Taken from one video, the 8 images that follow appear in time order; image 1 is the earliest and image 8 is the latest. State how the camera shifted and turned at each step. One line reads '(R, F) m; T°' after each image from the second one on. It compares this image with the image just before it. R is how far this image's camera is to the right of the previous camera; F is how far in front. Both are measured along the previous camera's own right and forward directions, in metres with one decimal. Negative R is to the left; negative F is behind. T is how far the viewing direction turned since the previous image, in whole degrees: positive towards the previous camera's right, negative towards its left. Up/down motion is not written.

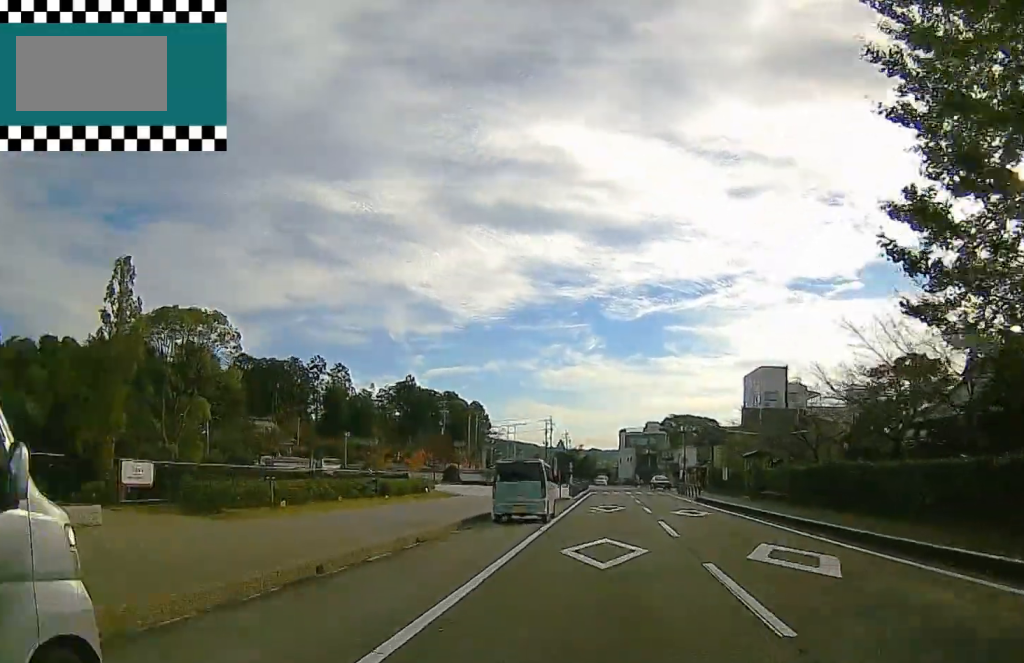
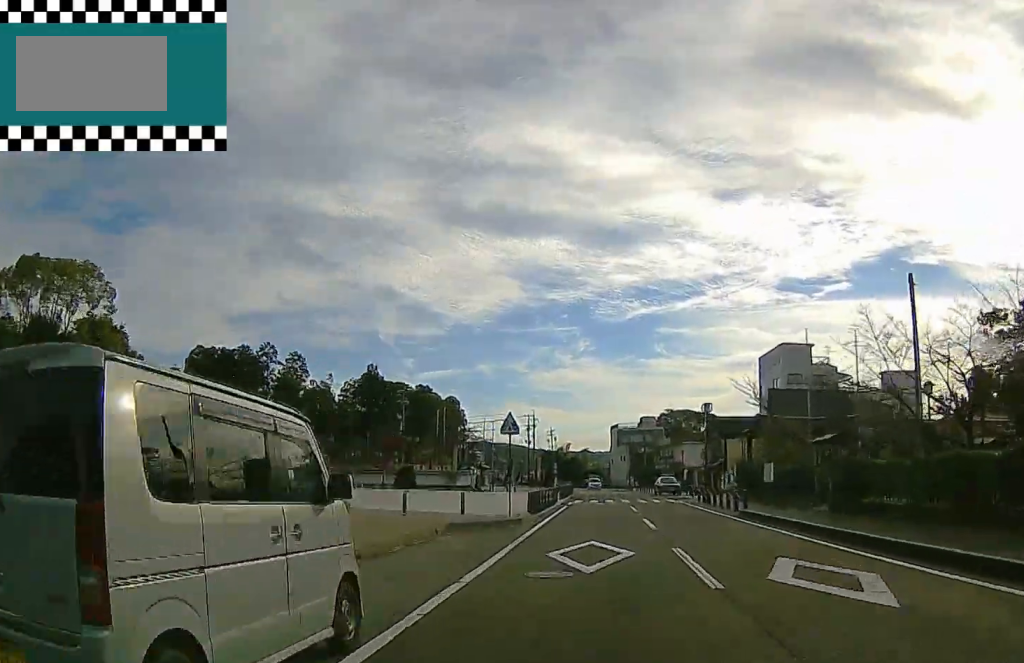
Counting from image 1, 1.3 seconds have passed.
(0.0, +12.3) m; +2°
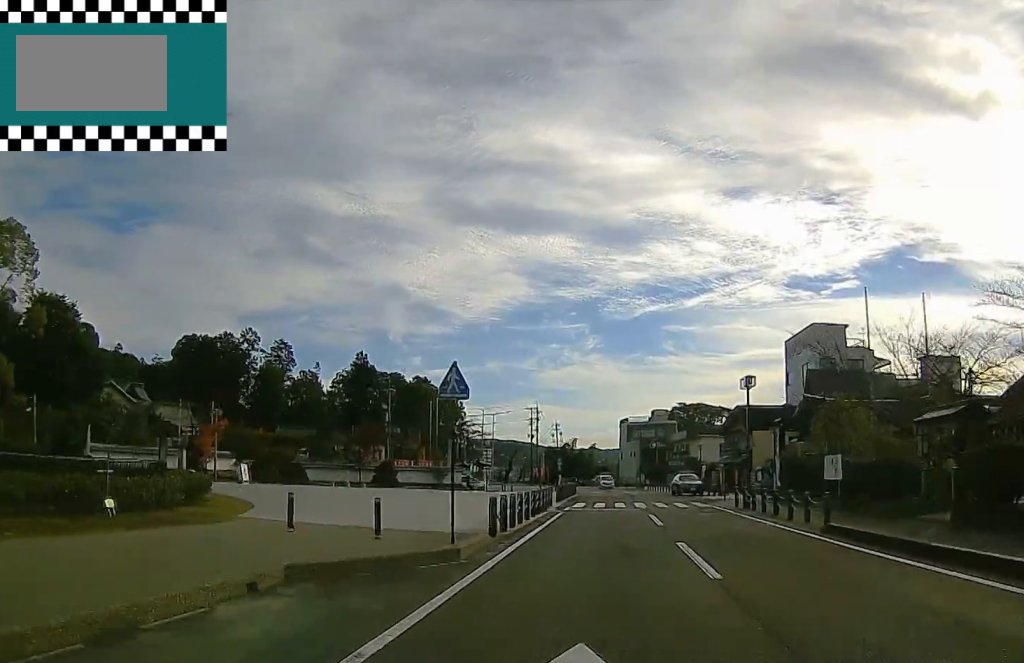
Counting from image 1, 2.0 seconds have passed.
(+0.1, +5.8) m; +2°
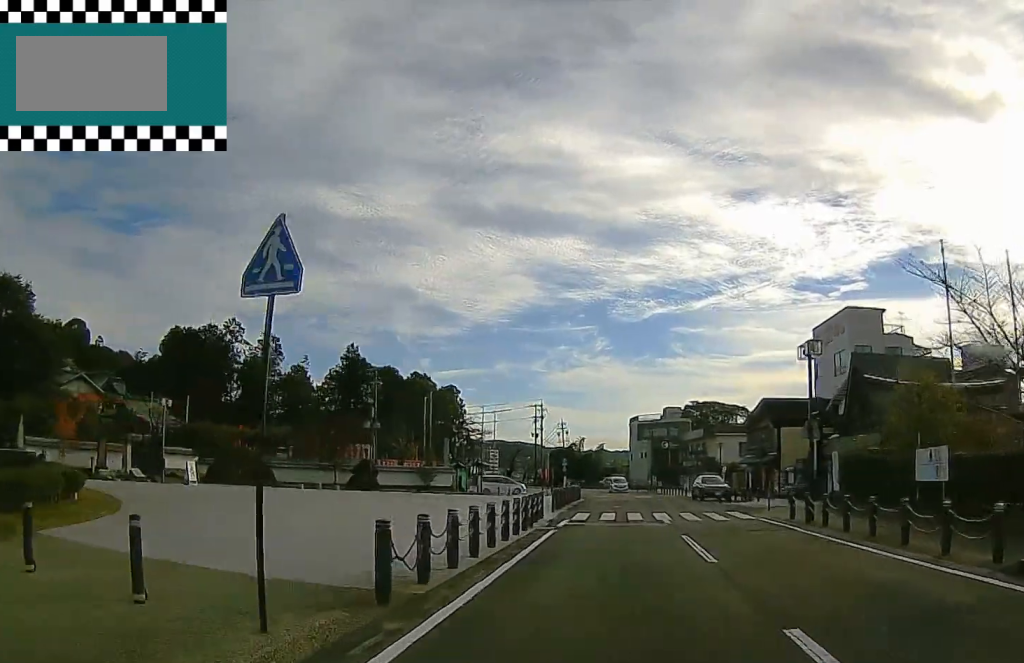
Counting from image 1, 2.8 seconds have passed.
(+0.1, +6.2) m; +1°
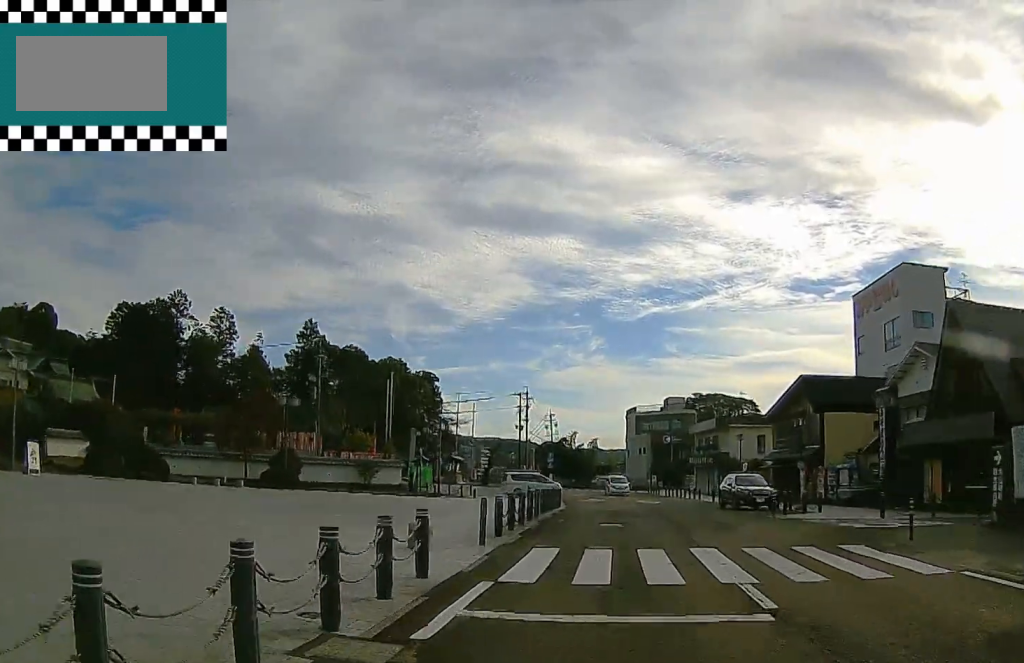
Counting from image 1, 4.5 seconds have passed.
(0.0, +11.2) m; 0°
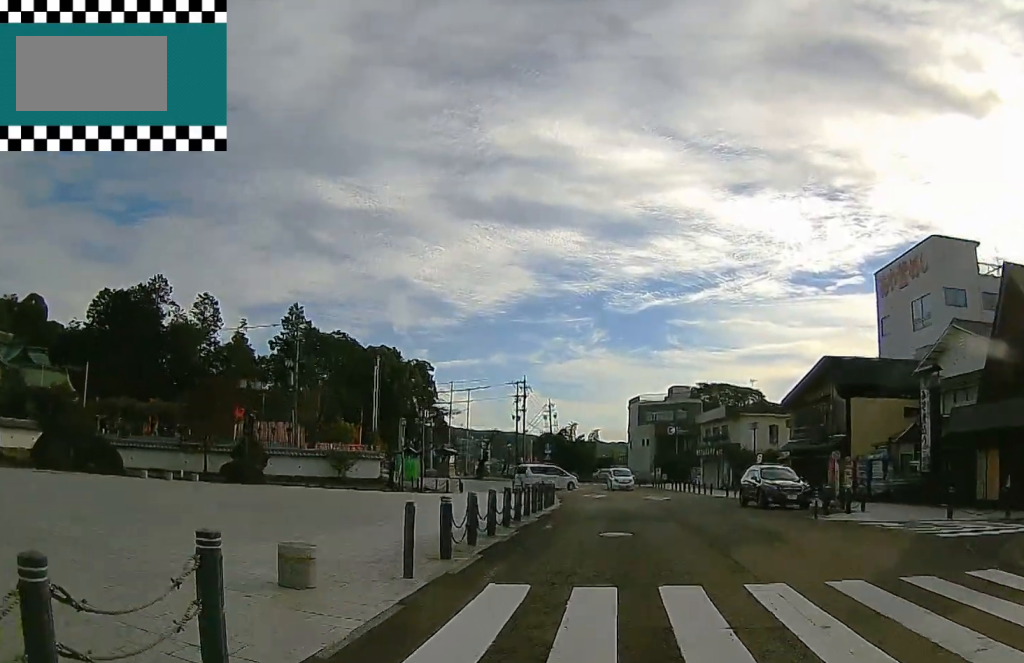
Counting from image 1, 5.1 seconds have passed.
(0.0, +3.8) m; 0°
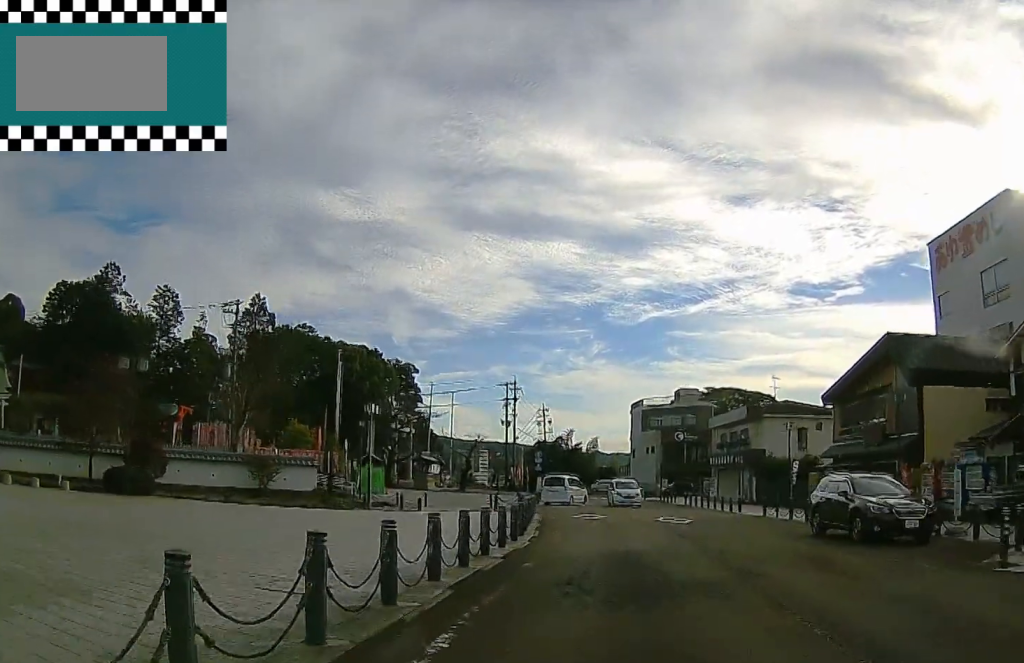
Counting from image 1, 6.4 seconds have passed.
(0.0, +8.8) m; 0°
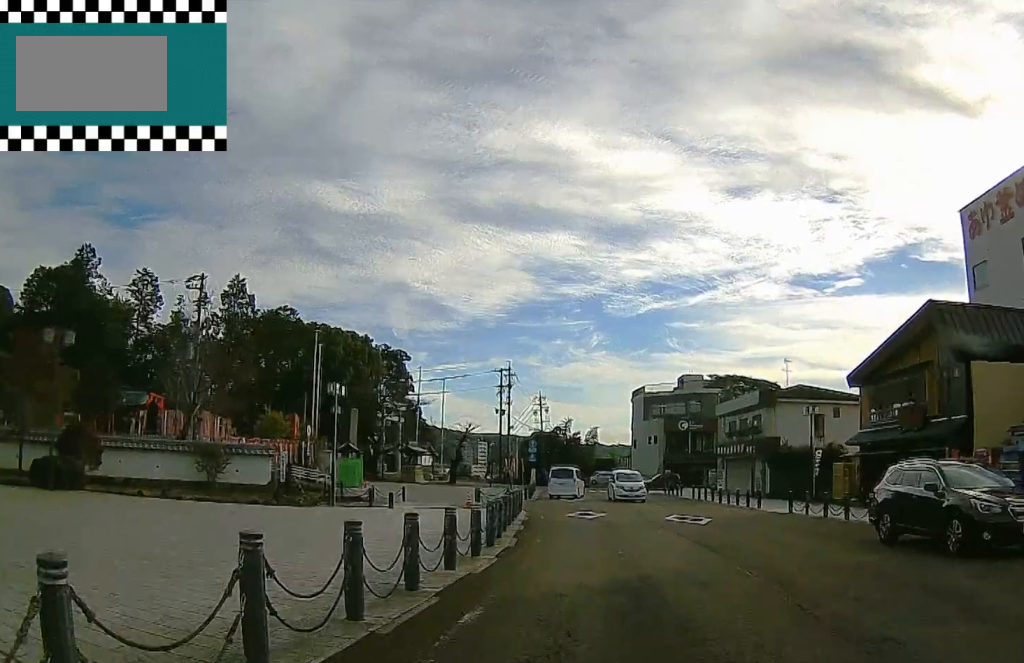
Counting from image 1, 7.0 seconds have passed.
(0.0, +4.7) m; 0°
